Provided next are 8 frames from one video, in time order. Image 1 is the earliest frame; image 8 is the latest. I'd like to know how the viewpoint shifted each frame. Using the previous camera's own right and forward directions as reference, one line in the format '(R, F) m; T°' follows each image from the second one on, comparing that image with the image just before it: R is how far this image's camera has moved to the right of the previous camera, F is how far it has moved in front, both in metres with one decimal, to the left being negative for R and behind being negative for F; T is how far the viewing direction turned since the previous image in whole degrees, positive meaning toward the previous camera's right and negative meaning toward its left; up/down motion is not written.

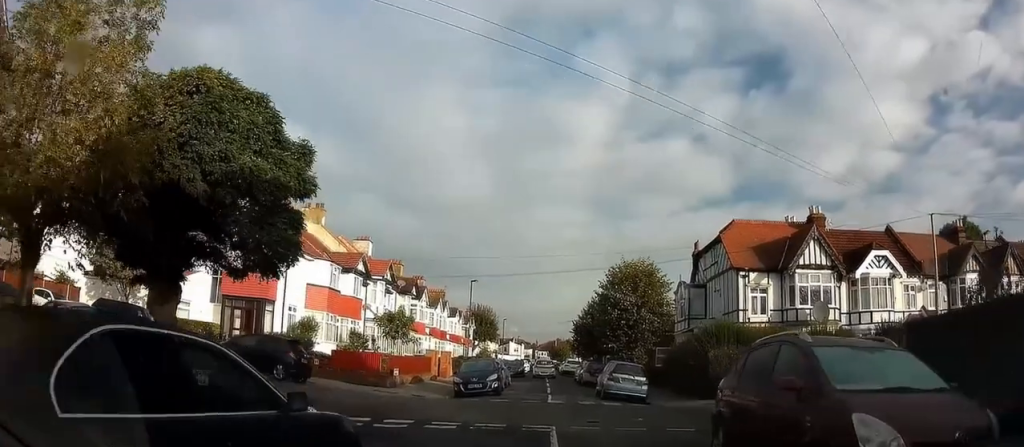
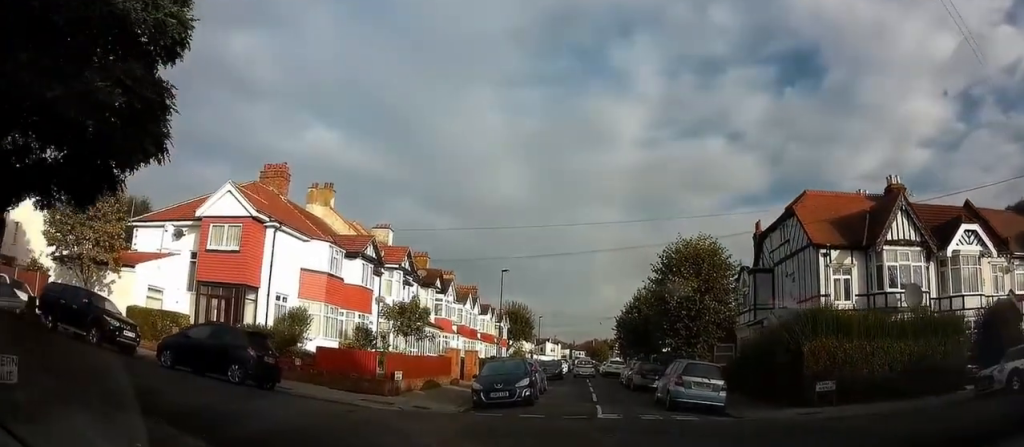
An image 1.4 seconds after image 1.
(0.0, +4.6) m; -1°
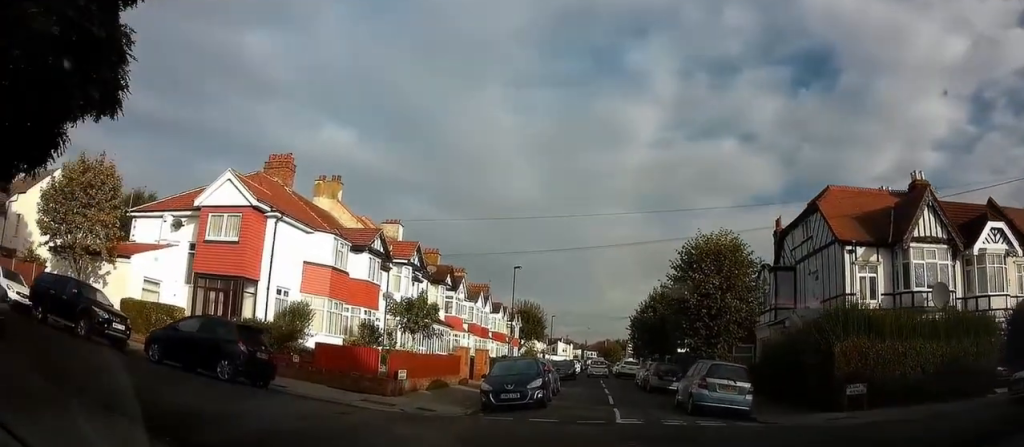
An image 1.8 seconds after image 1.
(0.0, +1.3) m; 0°
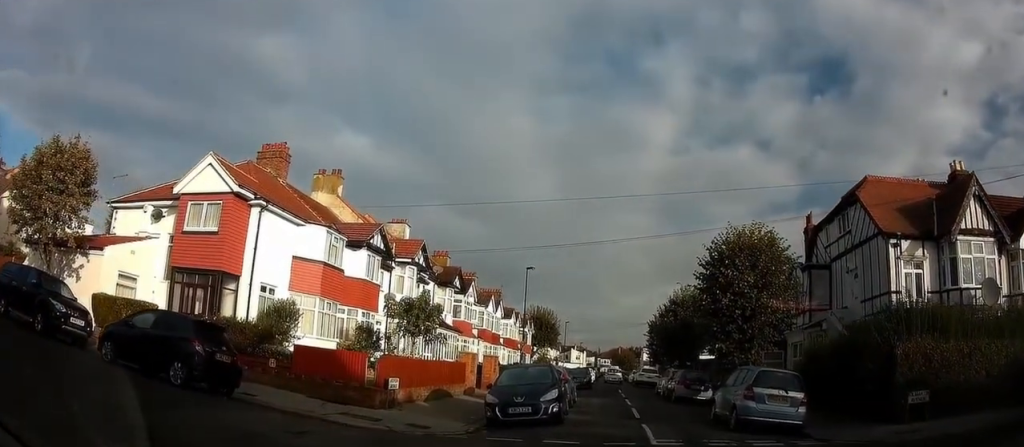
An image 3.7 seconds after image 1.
(+0.1, +4.1) m; 0°
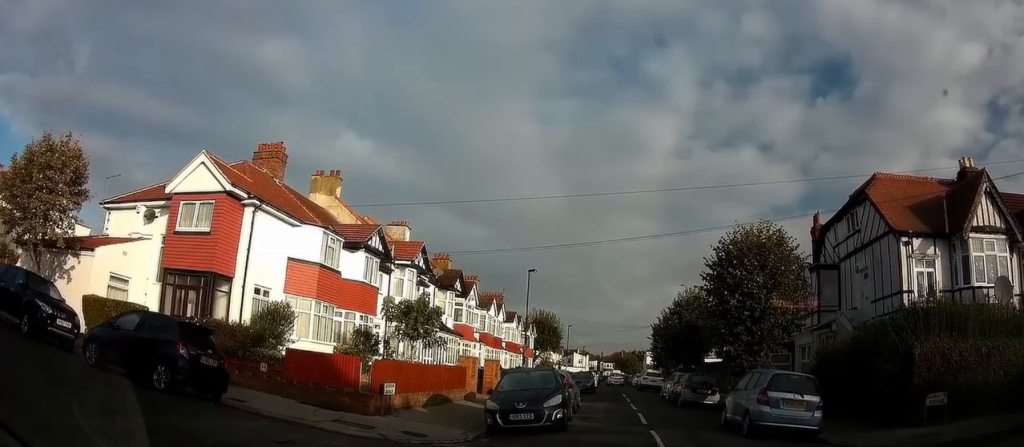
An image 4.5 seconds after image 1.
(+0.1, +0.8) m; 0°
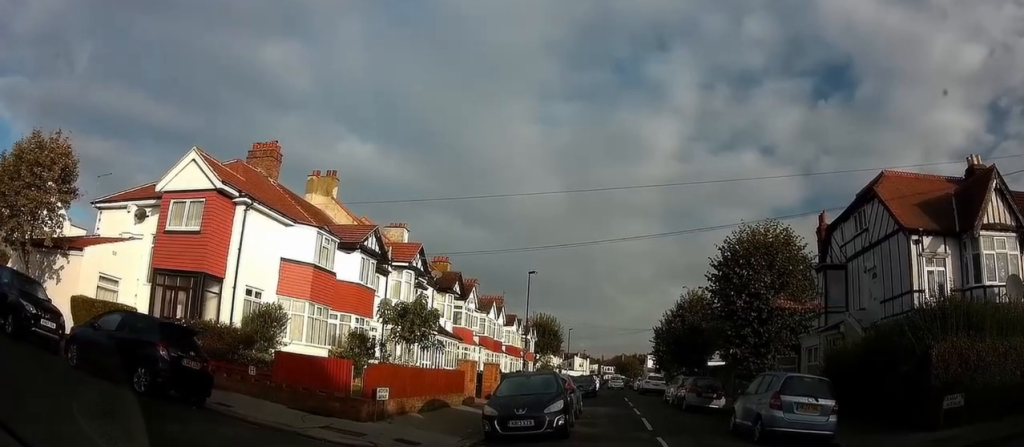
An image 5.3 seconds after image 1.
(+0.2, +0.7) m; 0°
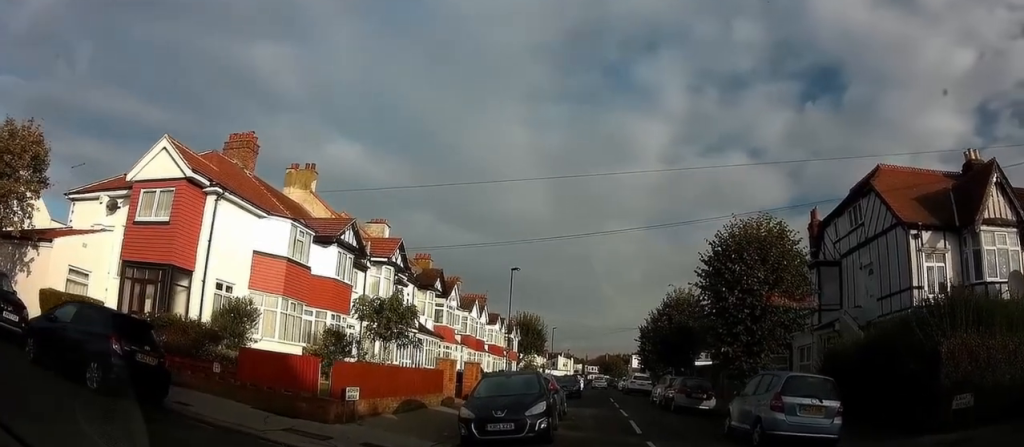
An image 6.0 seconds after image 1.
(+0.2, +0.7) m; 0°
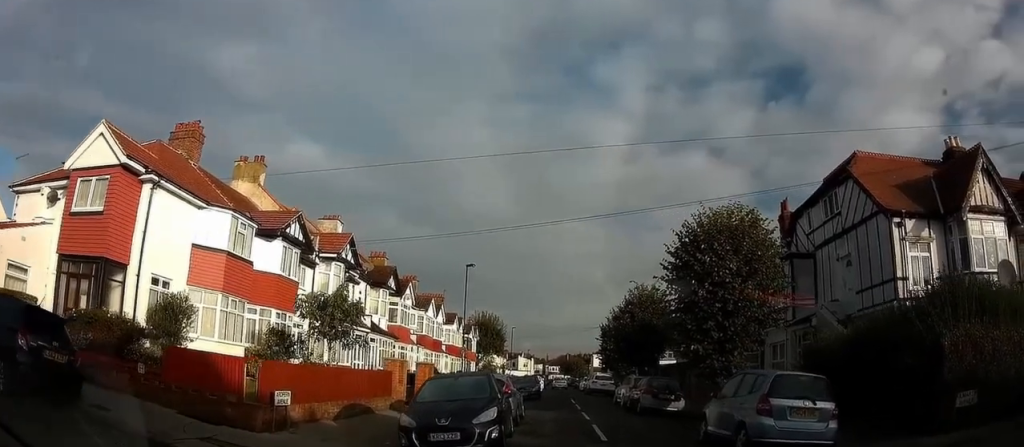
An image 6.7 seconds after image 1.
(+0.2, +0.8) m; +1°
